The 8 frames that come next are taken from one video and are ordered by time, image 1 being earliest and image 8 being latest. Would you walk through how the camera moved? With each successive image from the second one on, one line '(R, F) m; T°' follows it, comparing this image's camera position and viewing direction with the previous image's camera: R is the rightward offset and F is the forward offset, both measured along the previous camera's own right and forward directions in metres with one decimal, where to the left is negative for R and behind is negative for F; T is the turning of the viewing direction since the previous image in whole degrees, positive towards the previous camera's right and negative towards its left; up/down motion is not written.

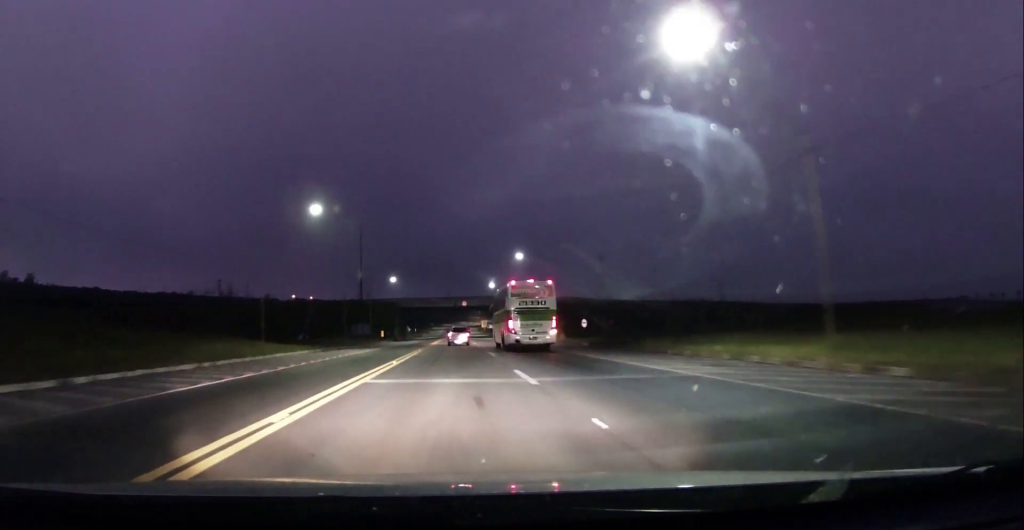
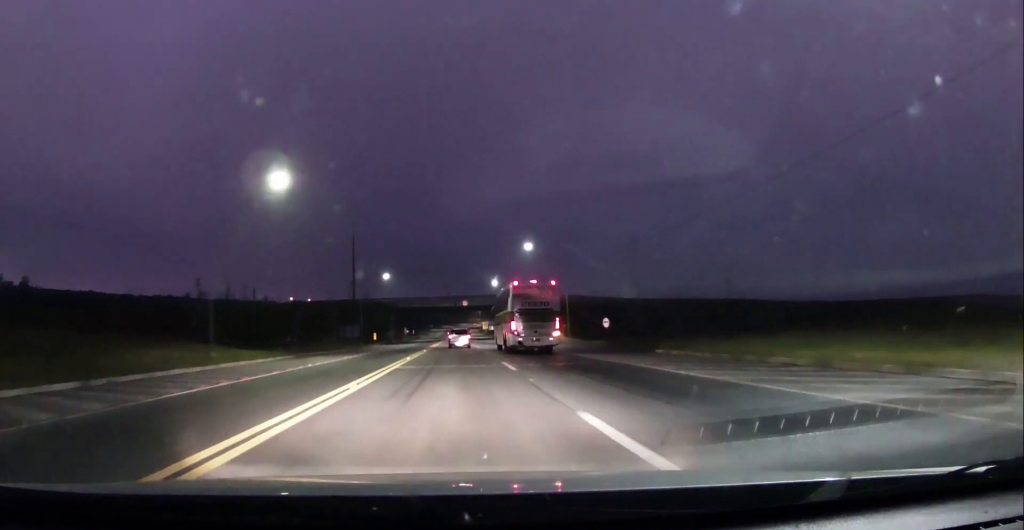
(+0.1, +10.1) m; 0°
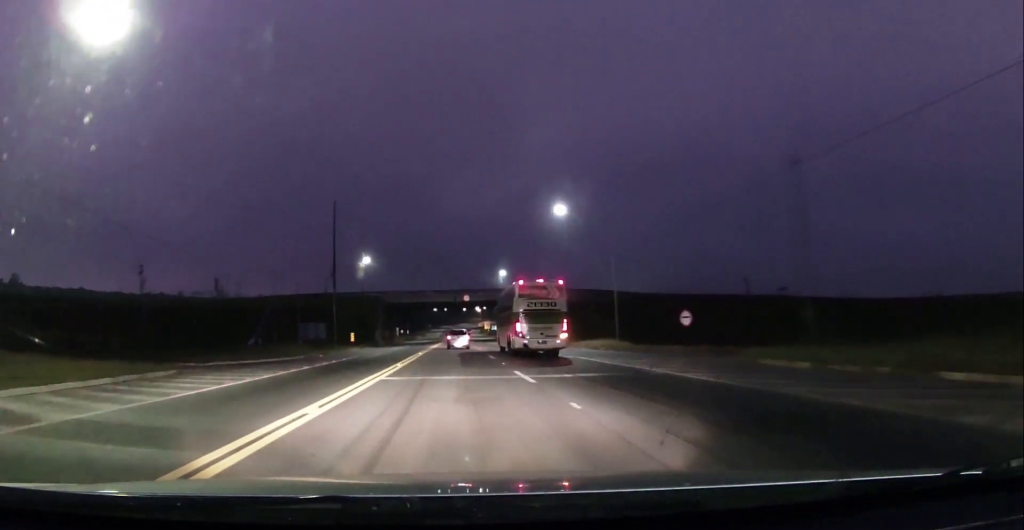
(-0.2, +20.9) m; -1°
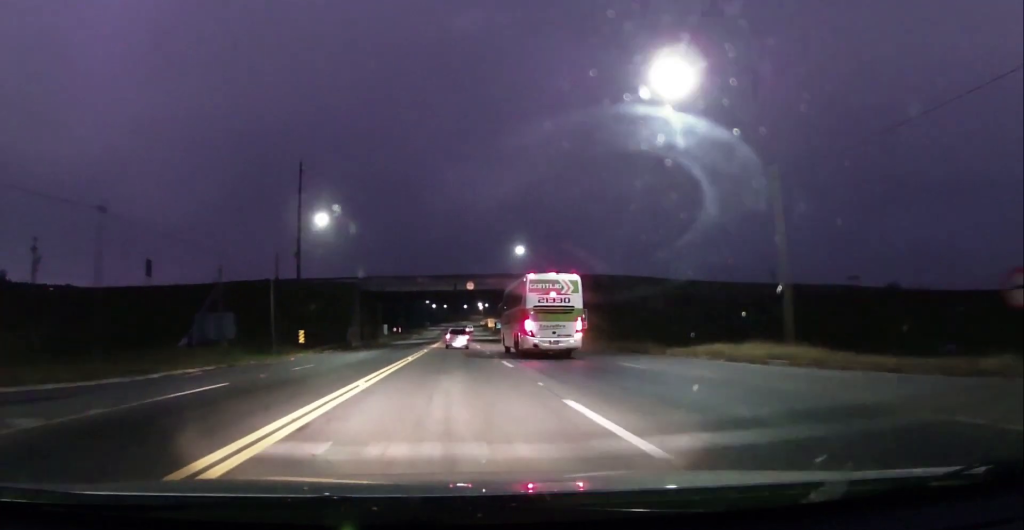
(-0.2, +25.4) m; +1°
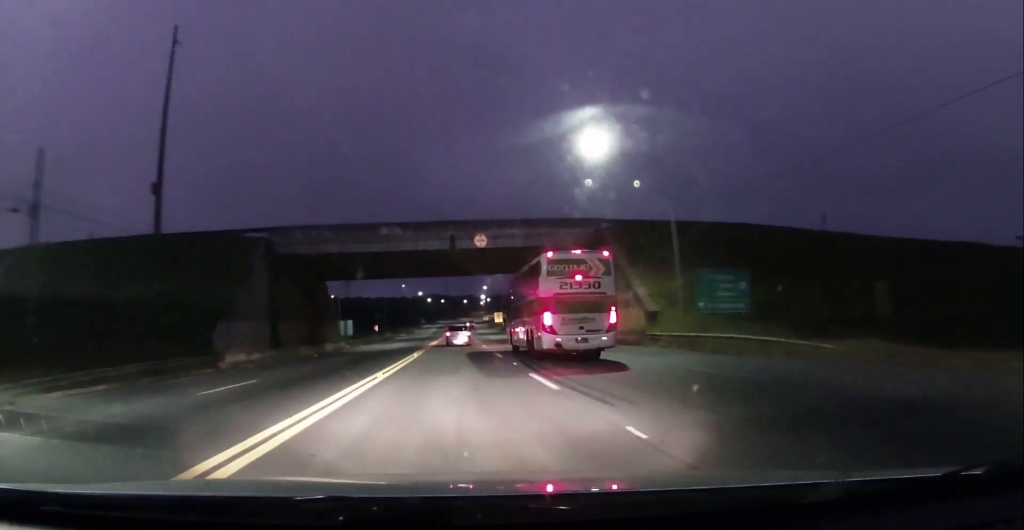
(+0.8, +40.8) m; -1°
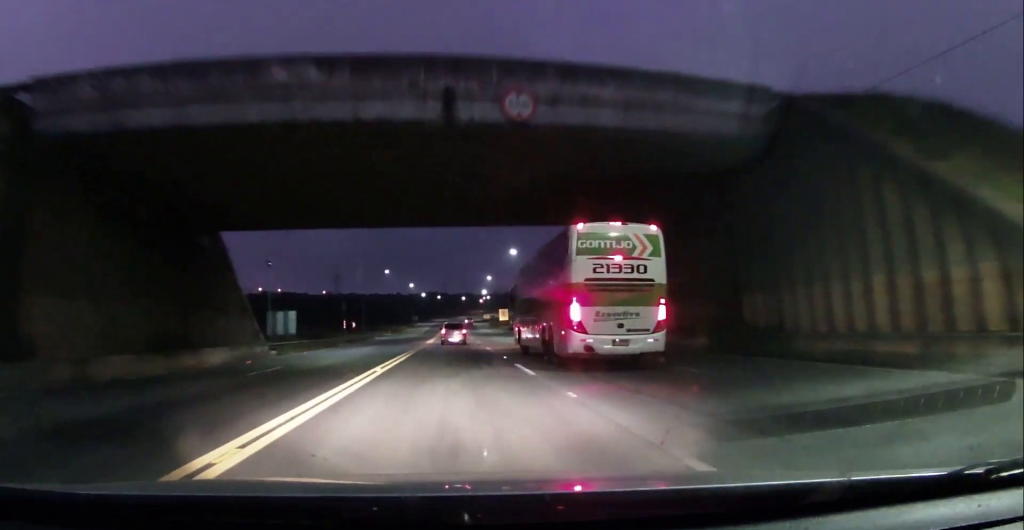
(-0.6, +28.6) m; 0°
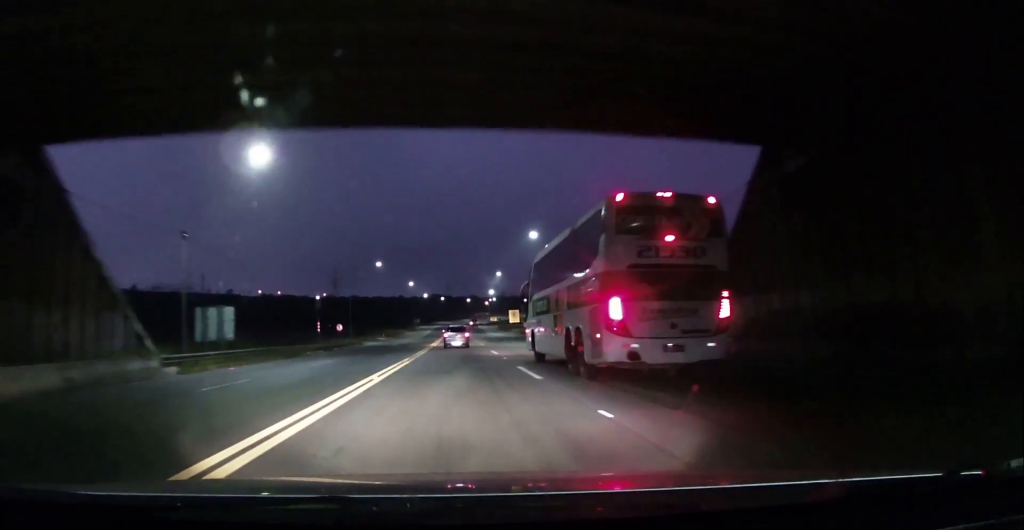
(+0.4, +16.8) m; +1°
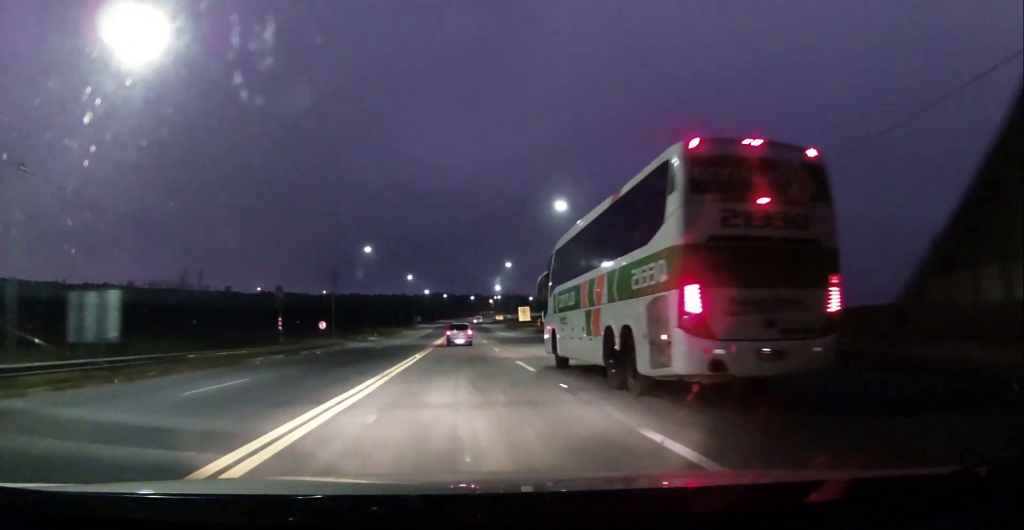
(0.0, +14.3) m; -1°
